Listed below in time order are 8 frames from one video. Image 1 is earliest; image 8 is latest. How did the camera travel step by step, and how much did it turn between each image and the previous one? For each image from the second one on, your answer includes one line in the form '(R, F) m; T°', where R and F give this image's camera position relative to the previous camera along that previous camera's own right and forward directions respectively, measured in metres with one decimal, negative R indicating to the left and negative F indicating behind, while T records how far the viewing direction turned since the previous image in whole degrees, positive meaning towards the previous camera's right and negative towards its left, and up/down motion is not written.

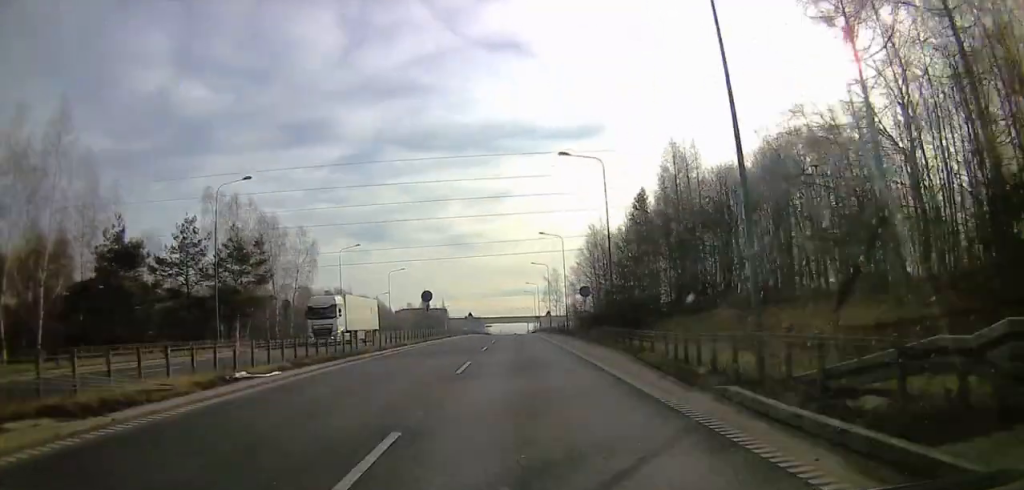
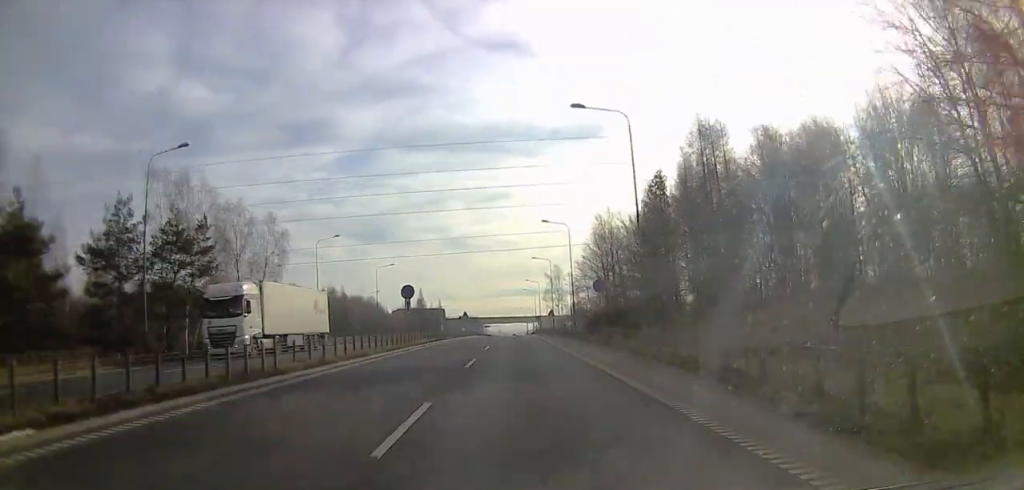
(0.0, +10.3) m; 0°
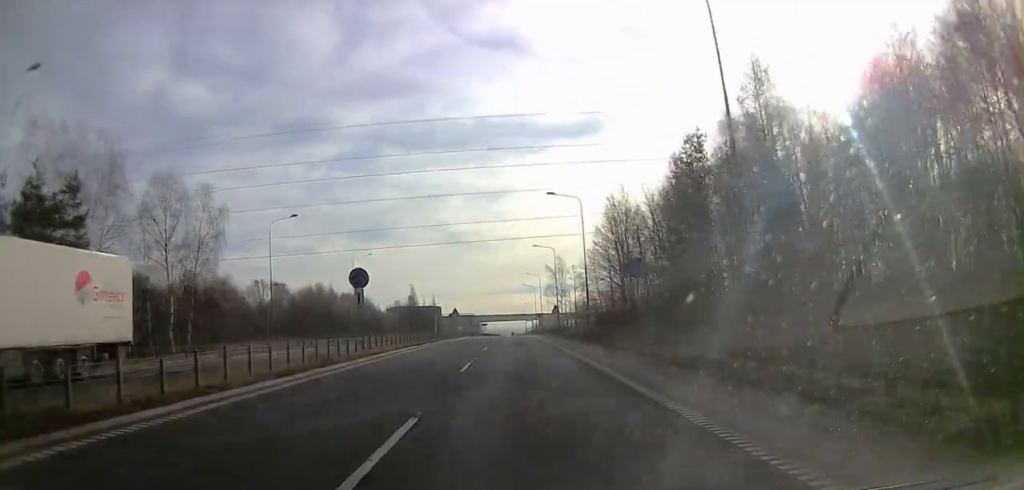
(0.0, +15.3) m; +1°
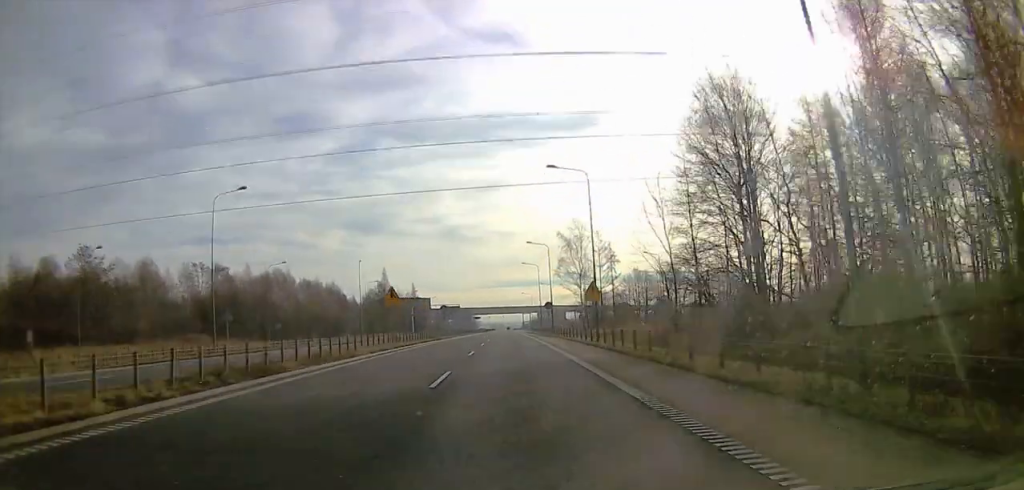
(+0.5, +44.1) m; +1°
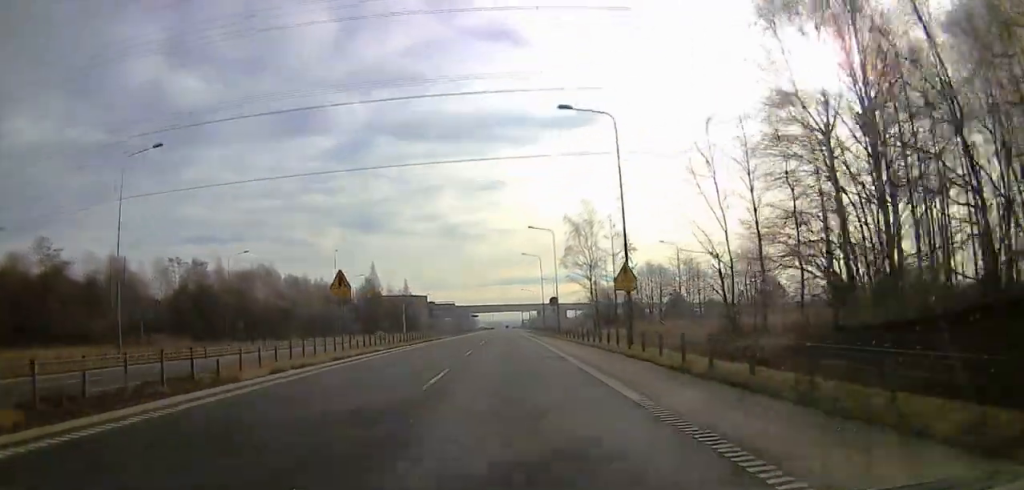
(+0.1, +12.8) m; 0°
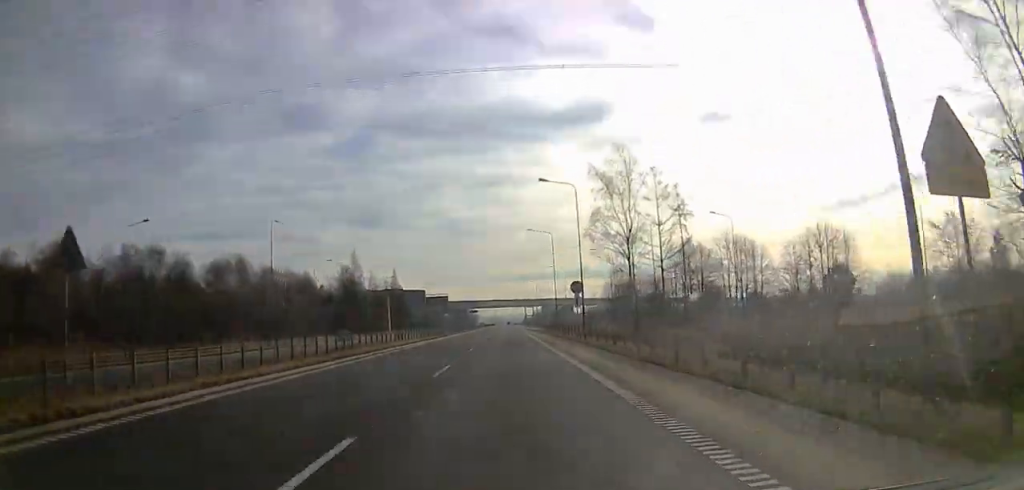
(+0.1, +22.9) m; 0°
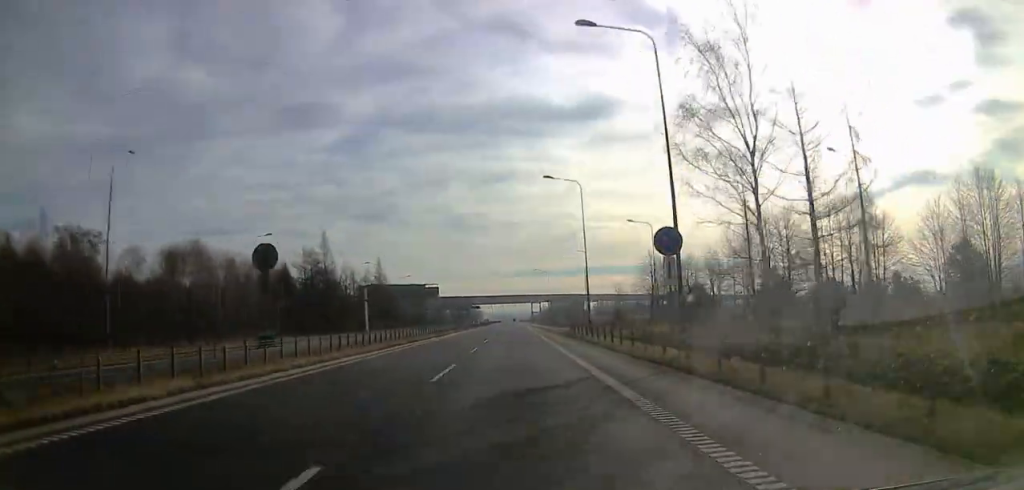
(-0.1, +25.3) m; -1°
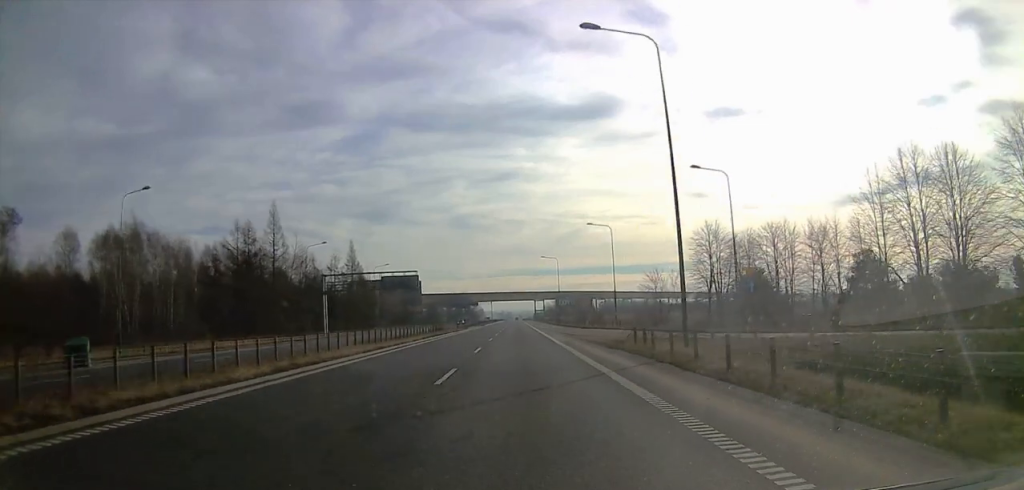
(-0.6, +24.4) m; -2°
